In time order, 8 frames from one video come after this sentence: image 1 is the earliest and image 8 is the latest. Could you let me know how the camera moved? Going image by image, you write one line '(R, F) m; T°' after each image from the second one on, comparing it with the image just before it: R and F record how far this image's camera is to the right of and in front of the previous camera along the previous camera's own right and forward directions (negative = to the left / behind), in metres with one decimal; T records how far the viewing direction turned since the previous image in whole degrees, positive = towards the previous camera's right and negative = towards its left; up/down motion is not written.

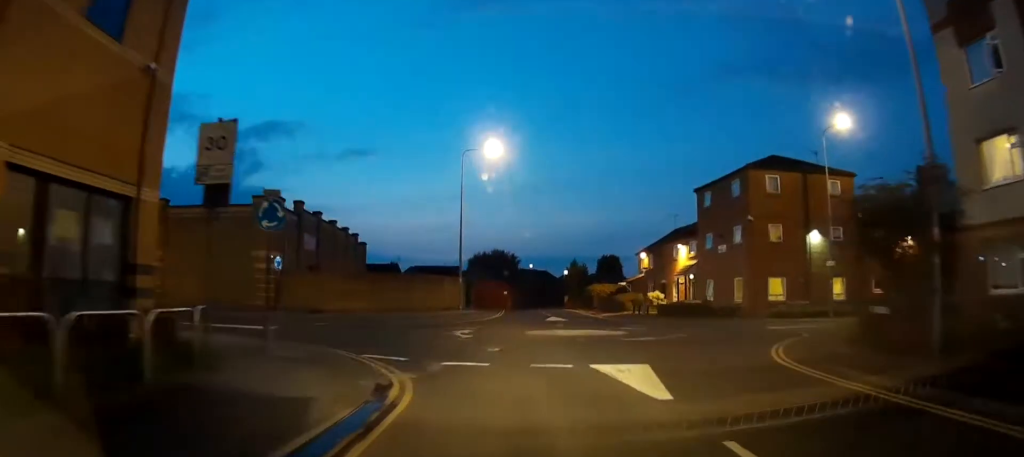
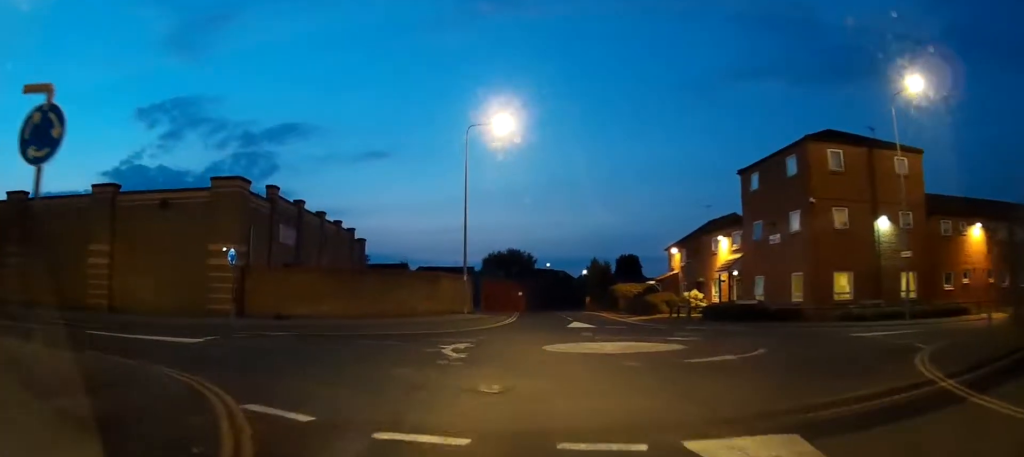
(-0.1, +7.9) m; -1°
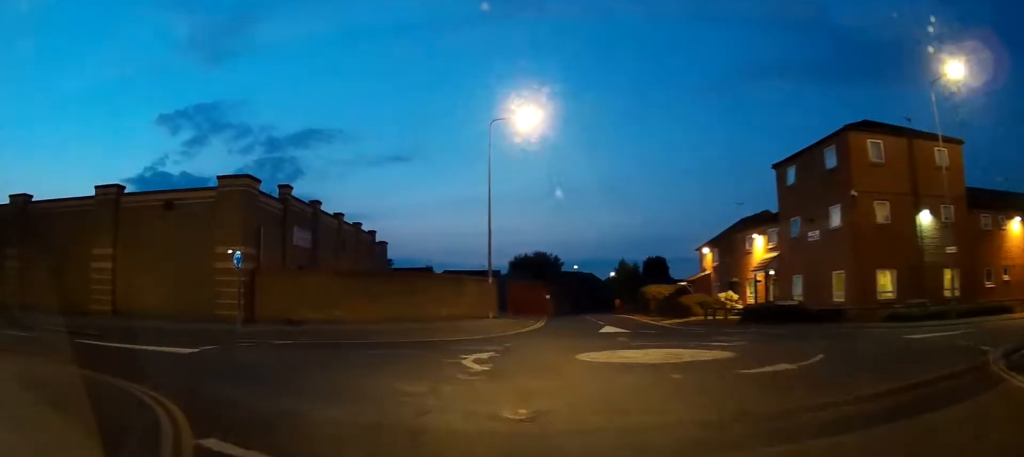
(0.0, +2.4) m; -1°
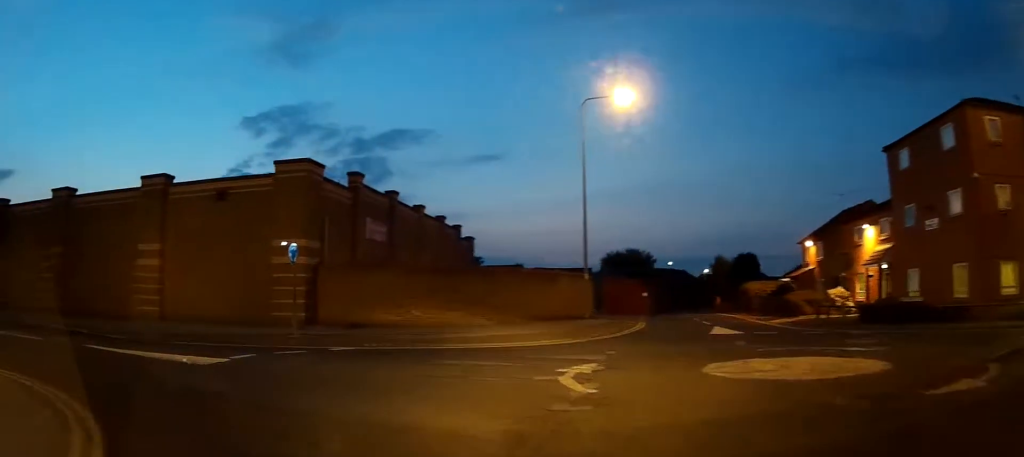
(-0.1, +4.3) m; -8°
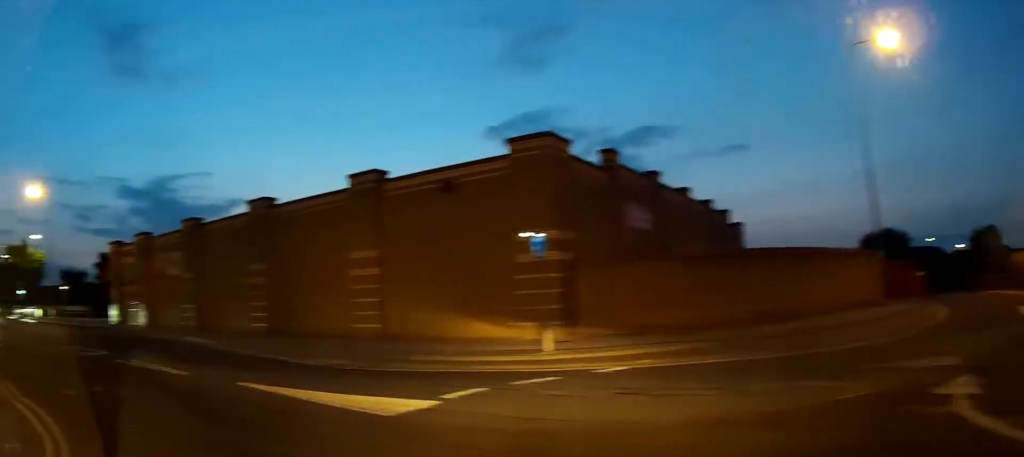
(-1.1, +4.4) m; -38°
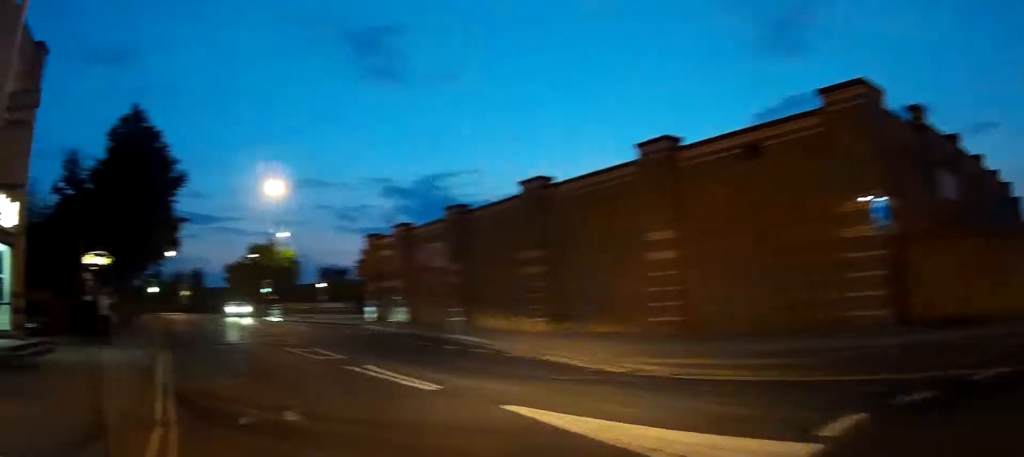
(-0.7, +2.5) m; -27°
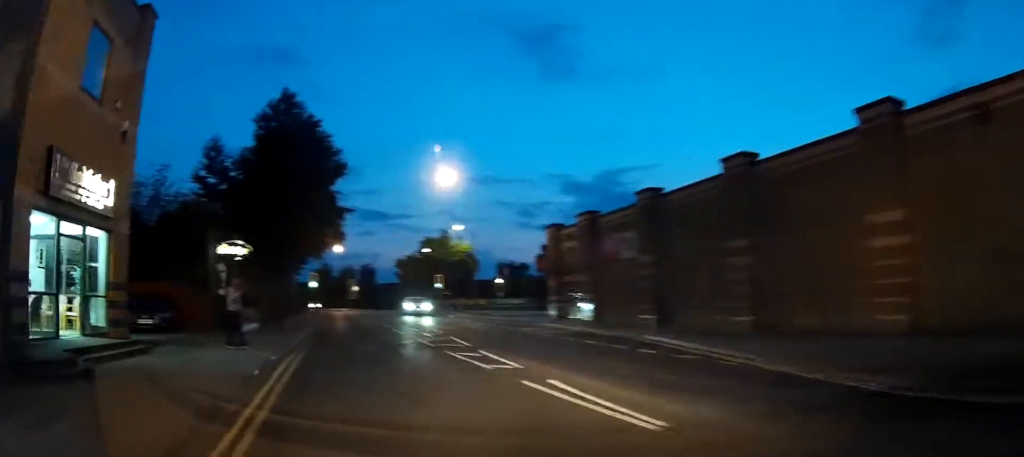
(-0.4, +2.8) m; -5°
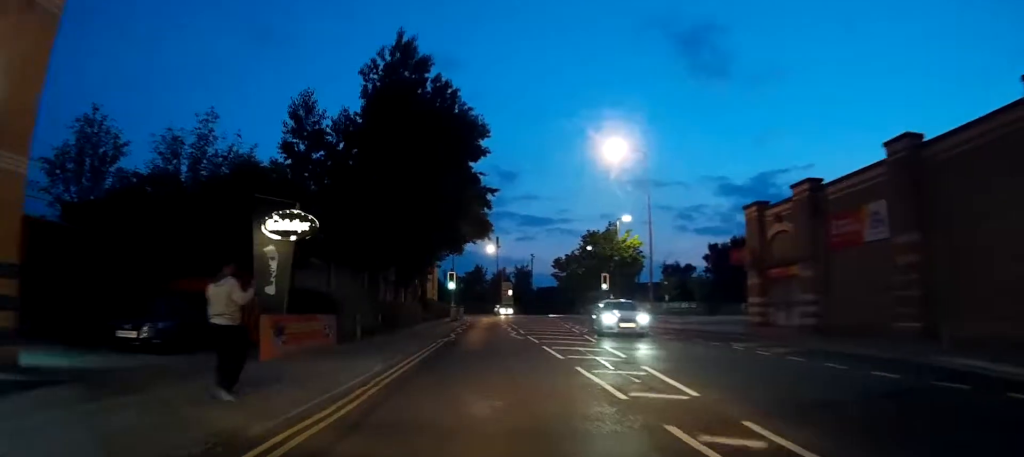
(-0.3, +7.8) m; -6°
